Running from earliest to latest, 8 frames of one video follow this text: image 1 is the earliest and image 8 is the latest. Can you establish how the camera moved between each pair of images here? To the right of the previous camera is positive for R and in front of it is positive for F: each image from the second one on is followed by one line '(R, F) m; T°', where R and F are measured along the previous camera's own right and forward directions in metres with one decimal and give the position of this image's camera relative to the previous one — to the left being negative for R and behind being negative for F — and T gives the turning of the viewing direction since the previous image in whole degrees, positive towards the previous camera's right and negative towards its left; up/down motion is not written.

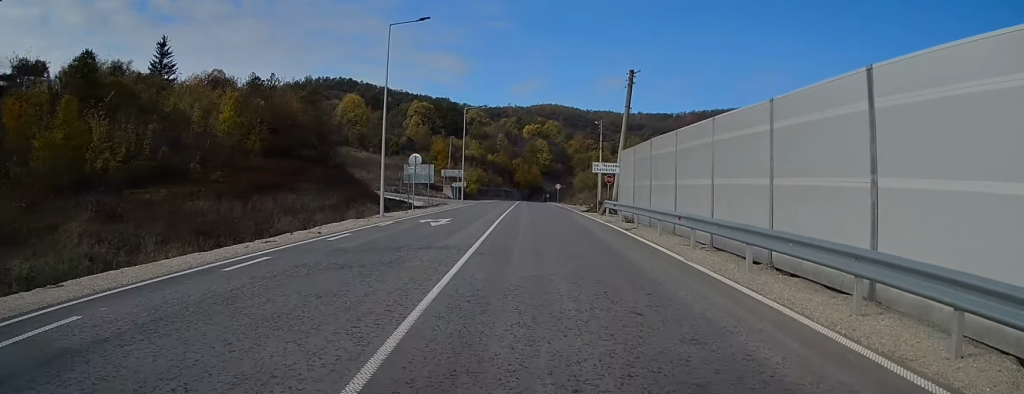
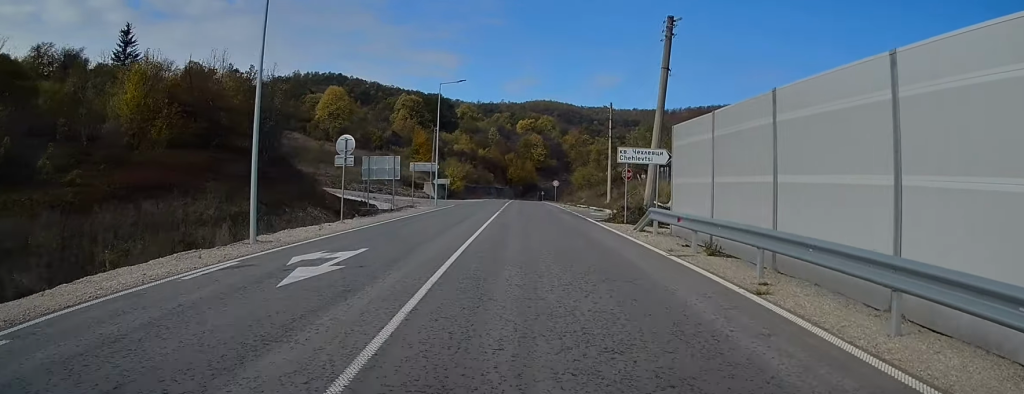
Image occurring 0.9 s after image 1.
(+0.1, +12.9) m; +1°
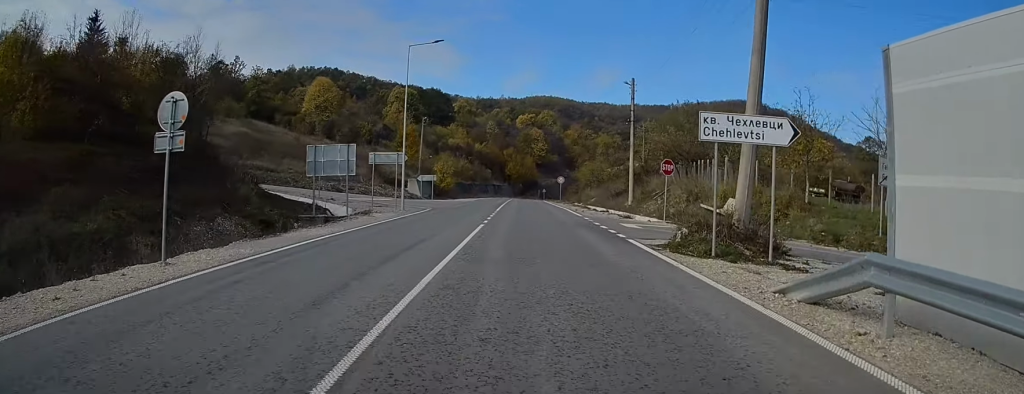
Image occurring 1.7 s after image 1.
(+0.2, +12.4) m; 0°
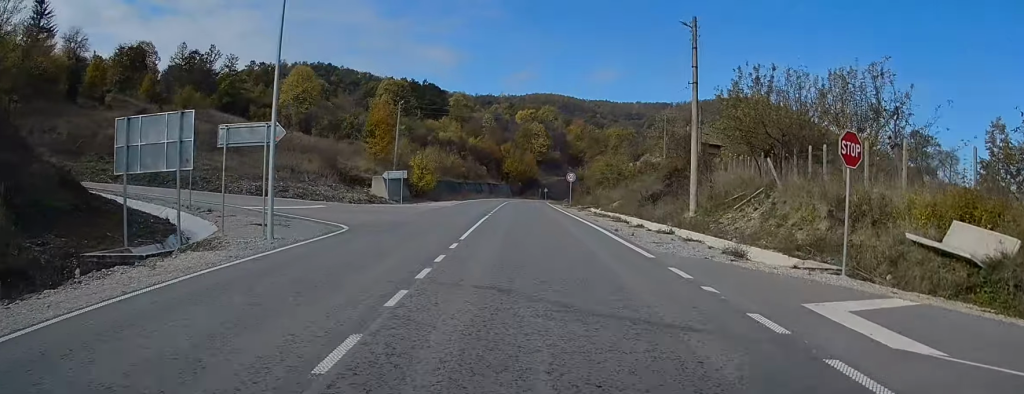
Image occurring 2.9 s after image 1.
(-0.3, +17.0) m; -1°
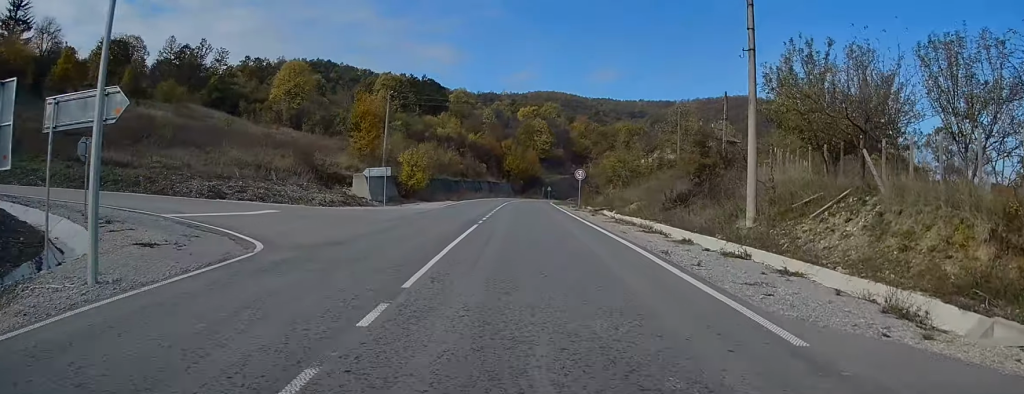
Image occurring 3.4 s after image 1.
(0.0, +7.6) m; 0°
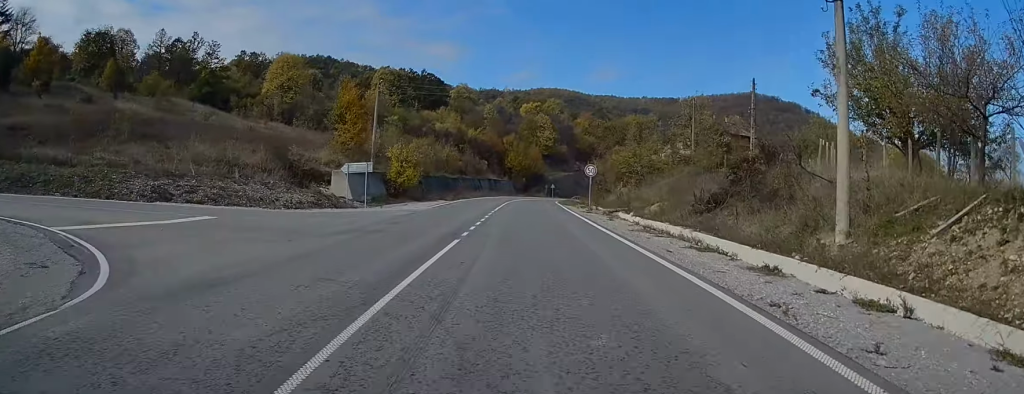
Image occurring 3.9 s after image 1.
(0.0, +6.2) m; 0°
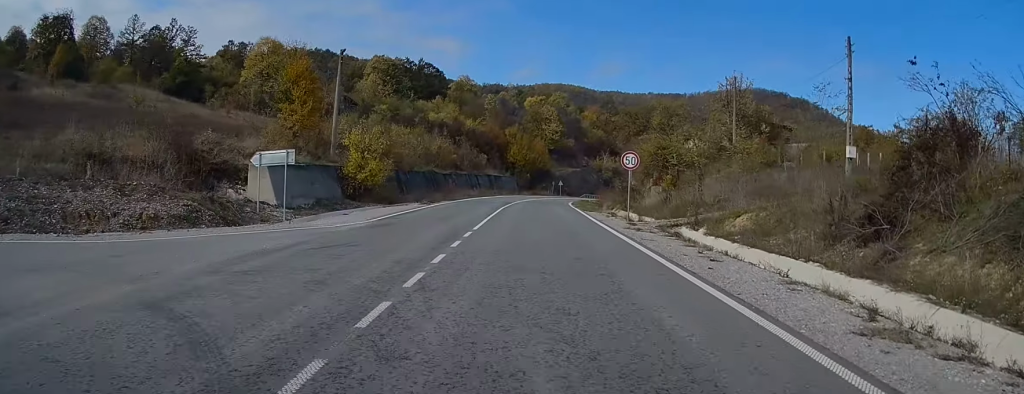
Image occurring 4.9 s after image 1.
(0.0, +14.5) m; 0°
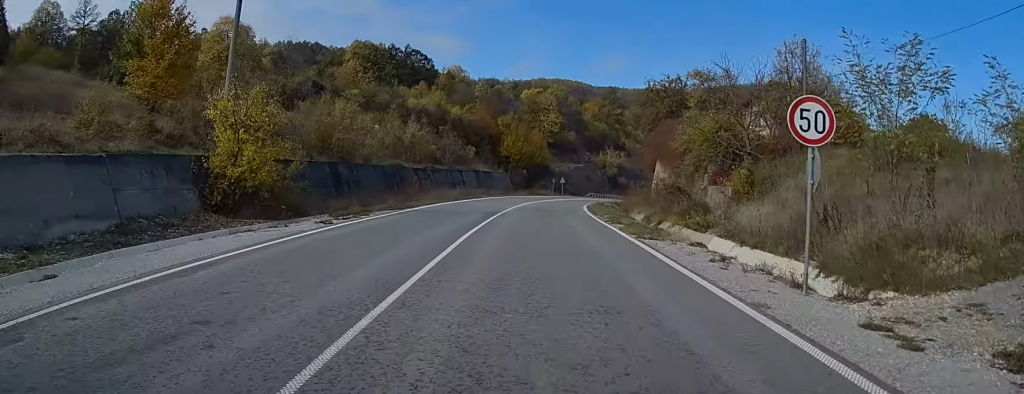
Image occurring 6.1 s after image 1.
(0.0, +17.6) m; 0°
